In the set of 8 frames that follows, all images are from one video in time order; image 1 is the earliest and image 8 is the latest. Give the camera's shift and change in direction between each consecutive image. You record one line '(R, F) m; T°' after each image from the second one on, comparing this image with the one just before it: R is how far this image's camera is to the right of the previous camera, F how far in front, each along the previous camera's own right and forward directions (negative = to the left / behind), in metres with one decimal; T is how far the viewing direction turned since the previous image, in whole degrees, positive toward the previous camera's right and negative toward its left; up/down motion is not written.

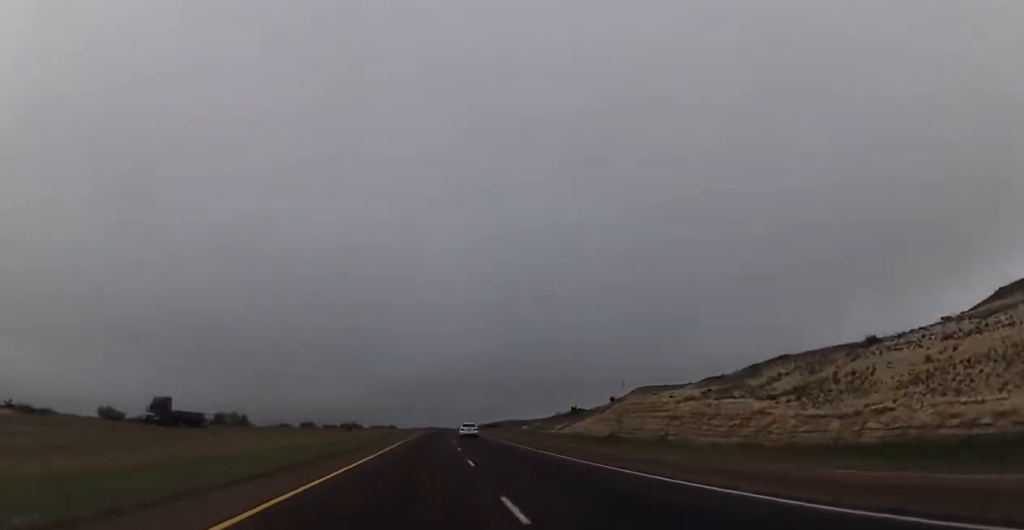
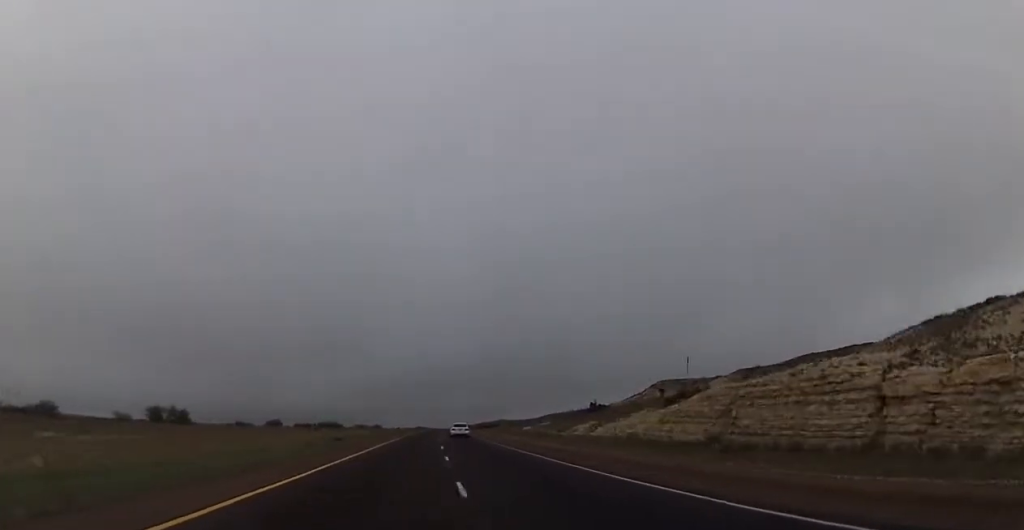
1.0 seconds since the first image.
(+0.1, +33.4) m; +1°
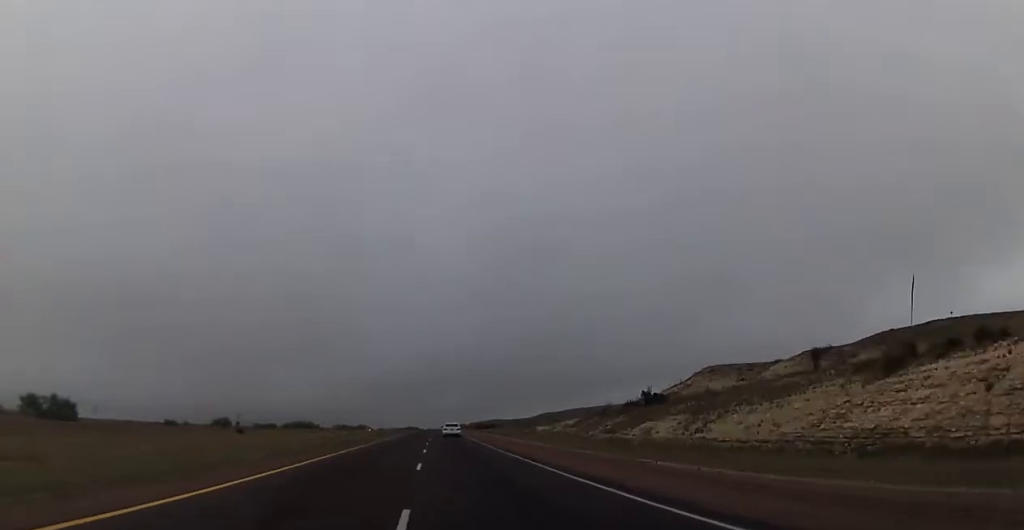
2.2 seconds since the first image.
(+0.7, +41.4) m; +1°
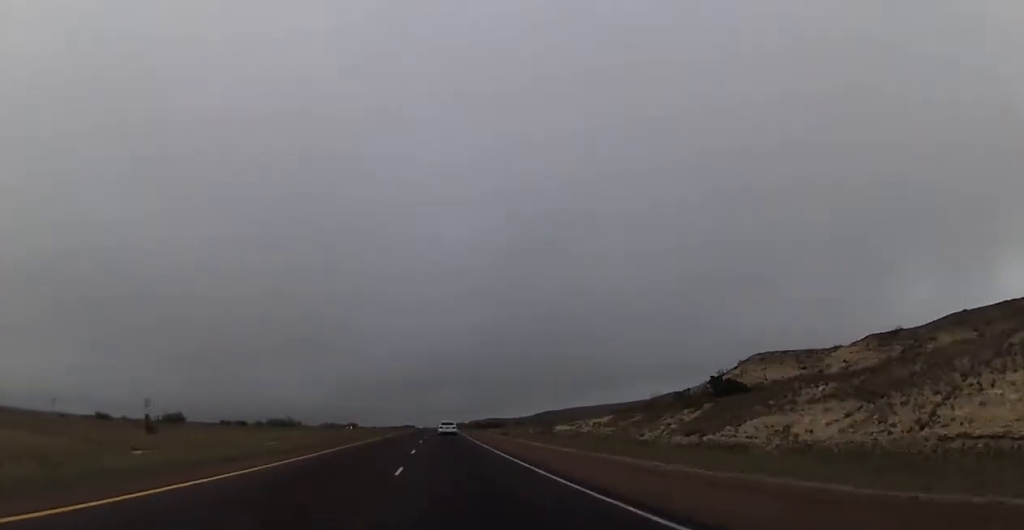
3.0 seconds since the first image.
(0.0, +27.1) m; 0°
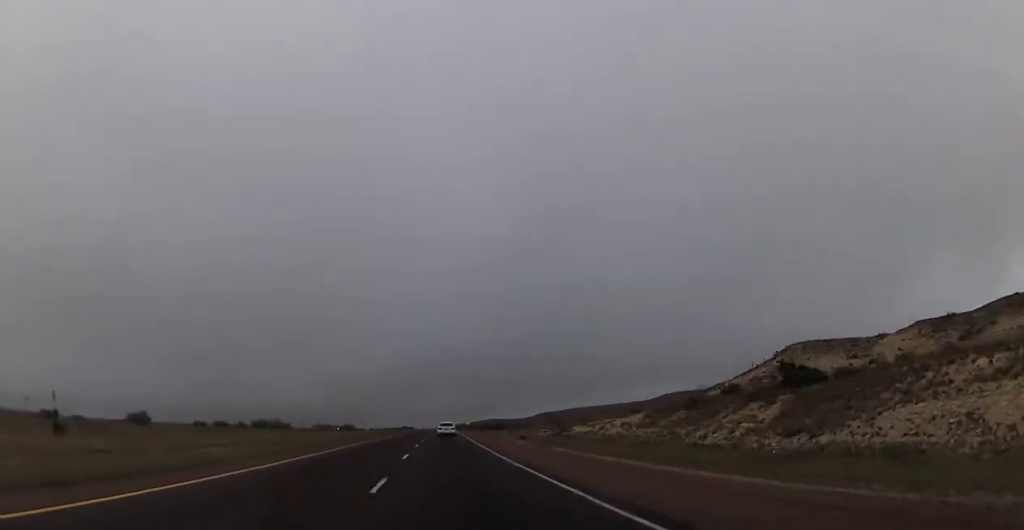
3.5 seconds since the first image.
(0.0, +16.0) m; 0°
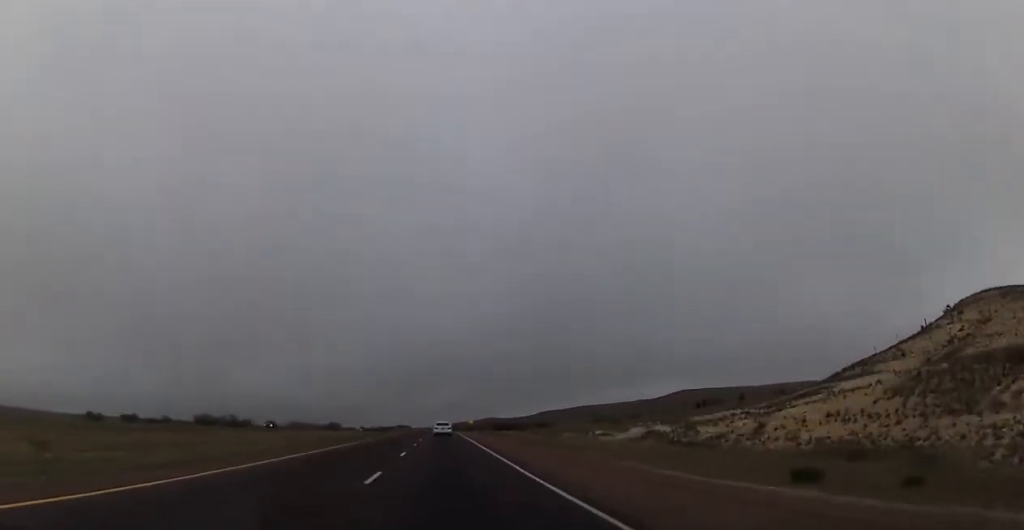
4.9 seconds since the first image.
(+0.6, +47.2) m; +1°
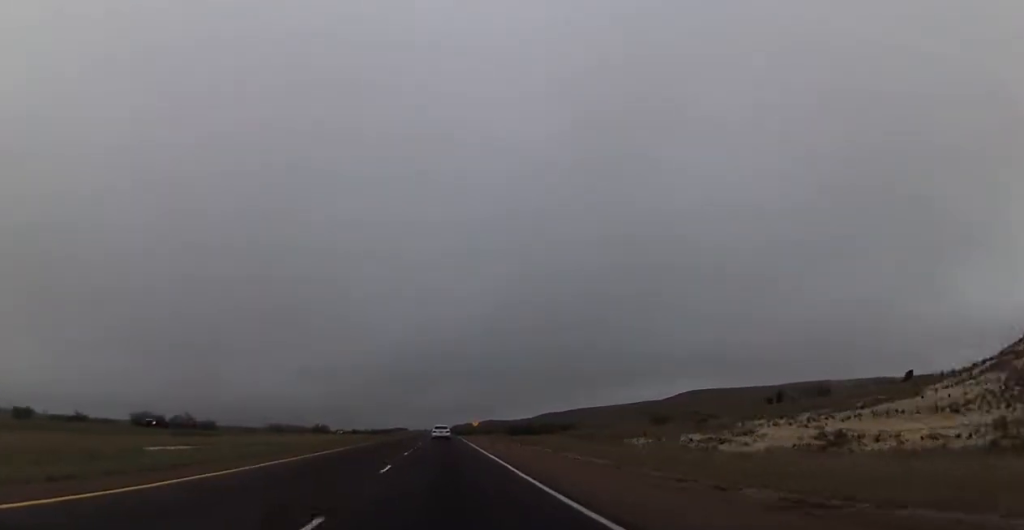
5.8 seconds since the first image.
(-0.3, +32.4) m; 0°
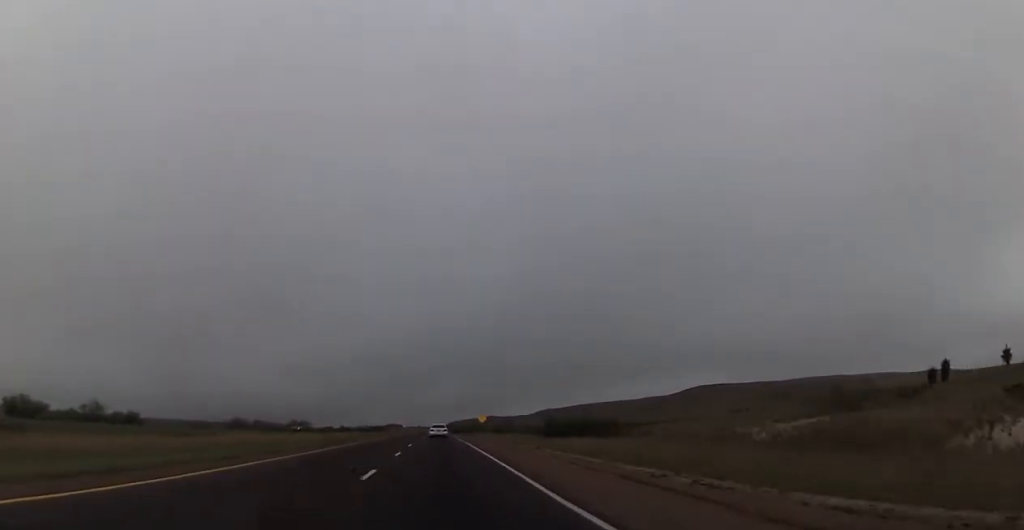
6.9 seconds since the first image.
(+0.3, +39.6) m; 0°
